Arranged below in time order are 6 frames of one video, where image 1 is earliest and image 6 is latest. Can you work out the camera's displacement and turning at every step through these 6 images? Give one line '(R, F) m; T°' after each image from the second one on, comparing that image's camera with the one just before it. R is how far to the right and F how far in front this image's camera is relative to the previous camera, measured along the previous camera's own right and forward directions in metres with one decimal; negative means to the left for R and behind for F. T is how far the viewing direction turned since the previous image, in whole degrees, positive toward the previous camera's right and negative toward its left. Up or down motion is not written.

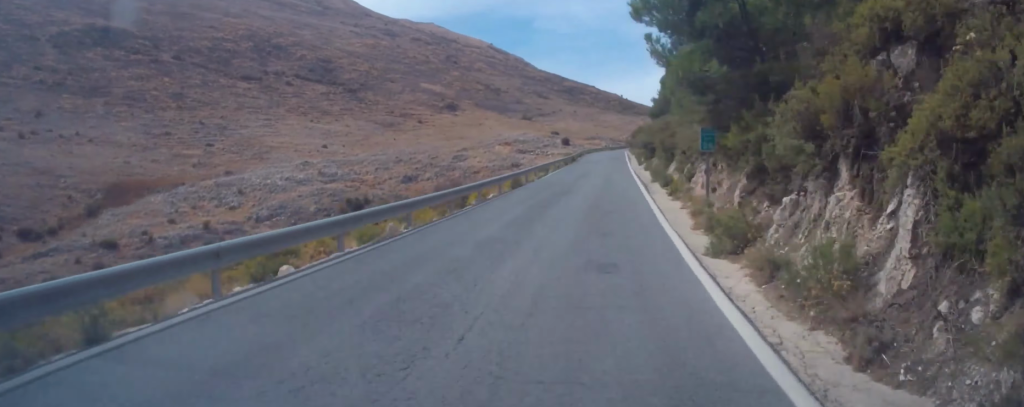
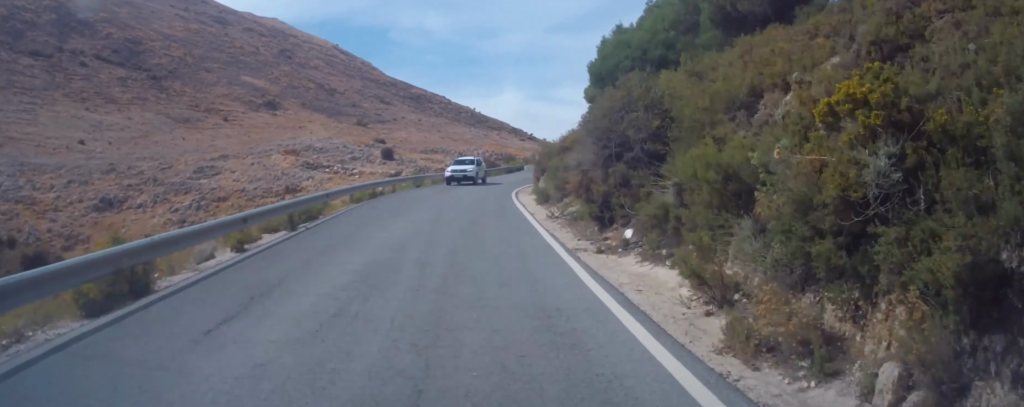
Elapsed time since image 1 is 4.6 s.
(+8.9, +72.3) m; +12°
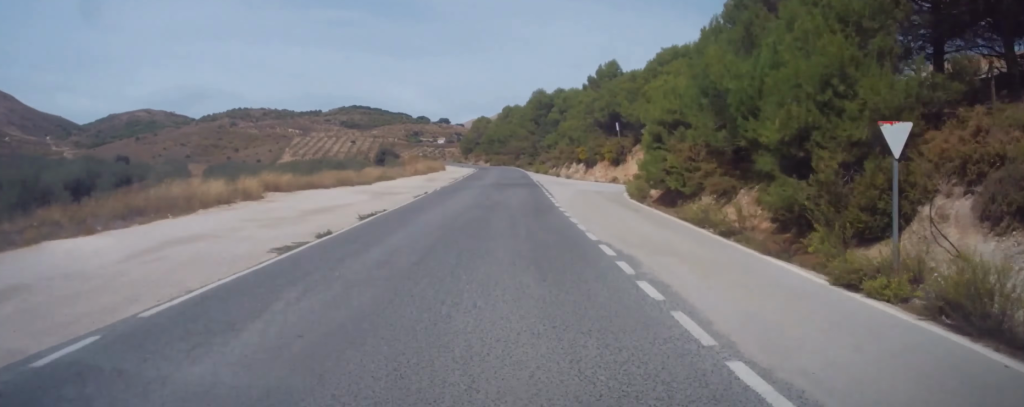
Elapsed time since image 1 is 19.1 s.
(+102.0, +185.6) m; +53°
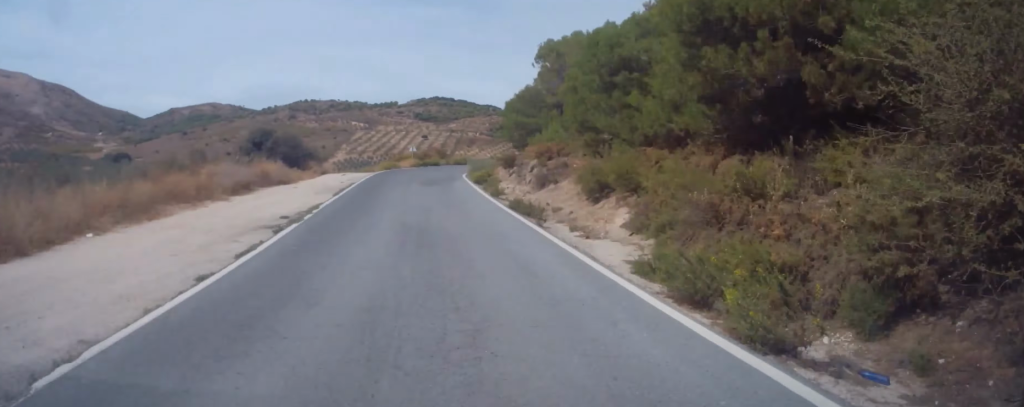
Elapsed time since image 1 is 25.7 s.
(+3.0, +104.7) m; +12°
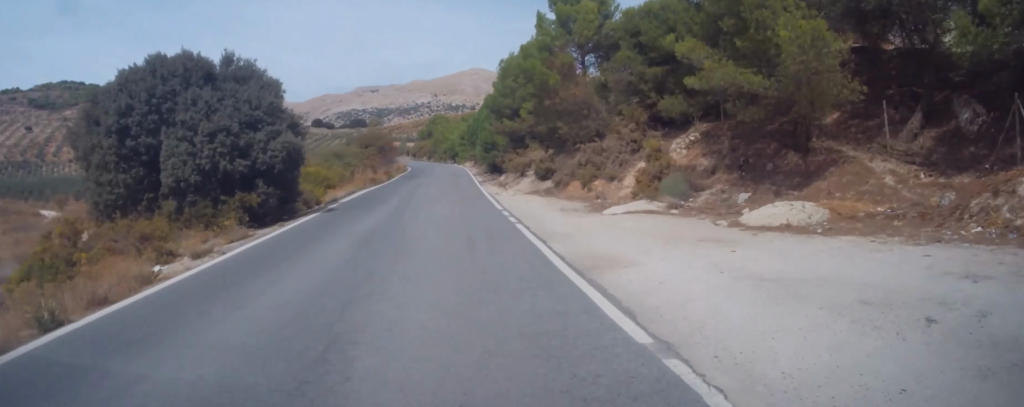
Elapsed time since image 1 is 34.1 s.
(+24.5, +133.5) m; +13°
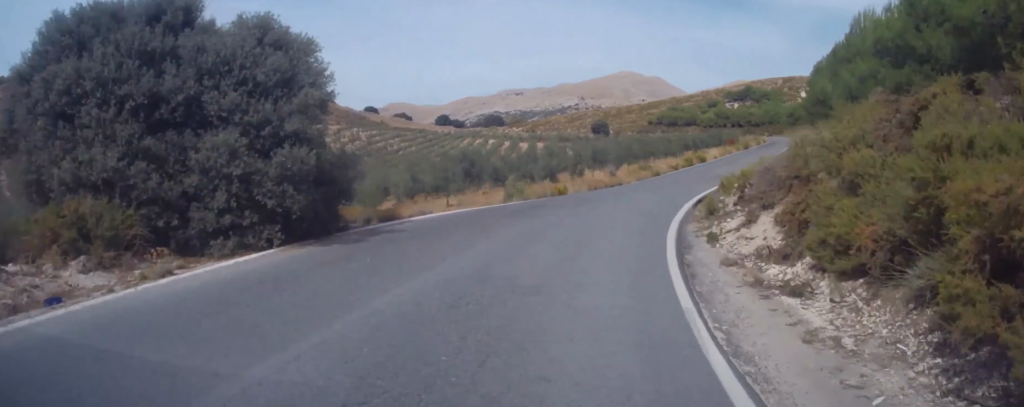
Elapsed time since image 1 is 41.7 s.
(+2.2, +123.2) m; +7°
